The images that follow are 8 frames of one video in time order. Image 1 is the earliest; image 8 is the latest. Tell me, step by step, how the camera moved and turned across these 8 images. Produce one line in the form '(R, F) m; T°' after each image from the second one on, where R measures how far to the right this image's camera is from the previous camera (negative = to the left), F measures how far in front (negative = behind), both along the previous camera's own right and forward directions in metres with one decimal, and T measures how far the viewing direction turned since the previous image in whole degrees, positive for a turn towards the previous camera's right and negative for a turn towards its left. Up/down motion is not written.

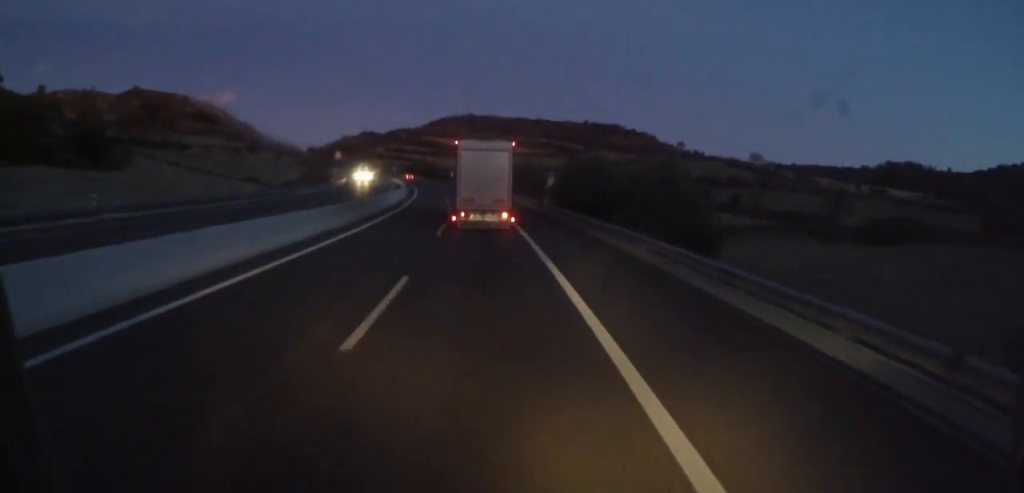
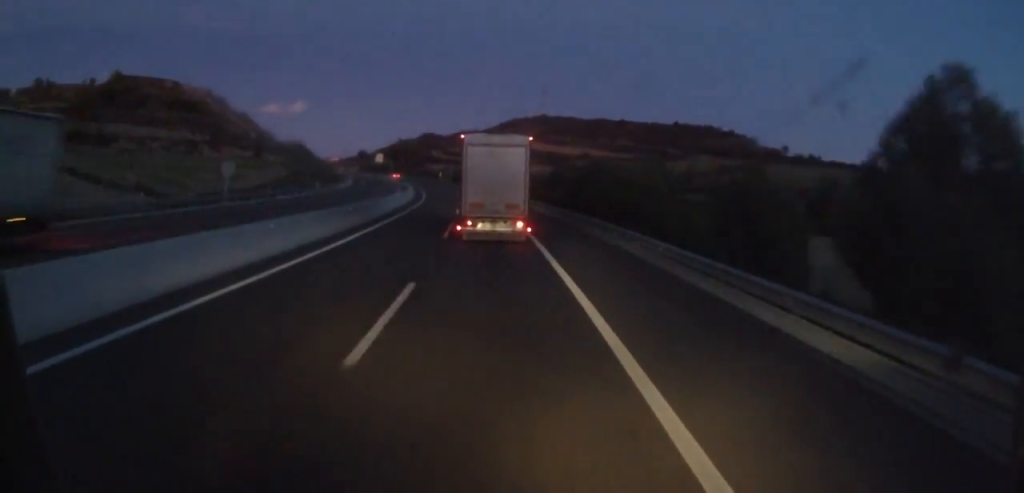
(-2.3, +62.4) m; -6°
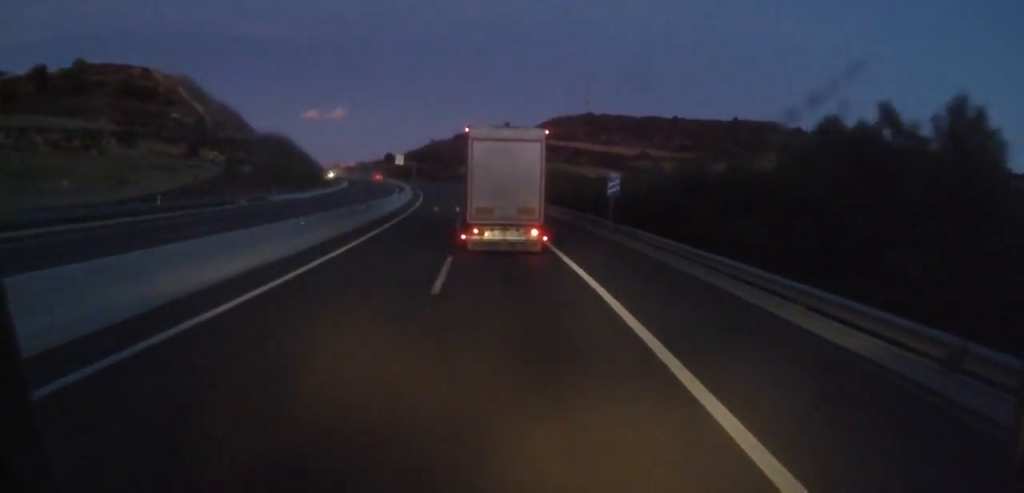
(-2.2, +42.7) m; -5°
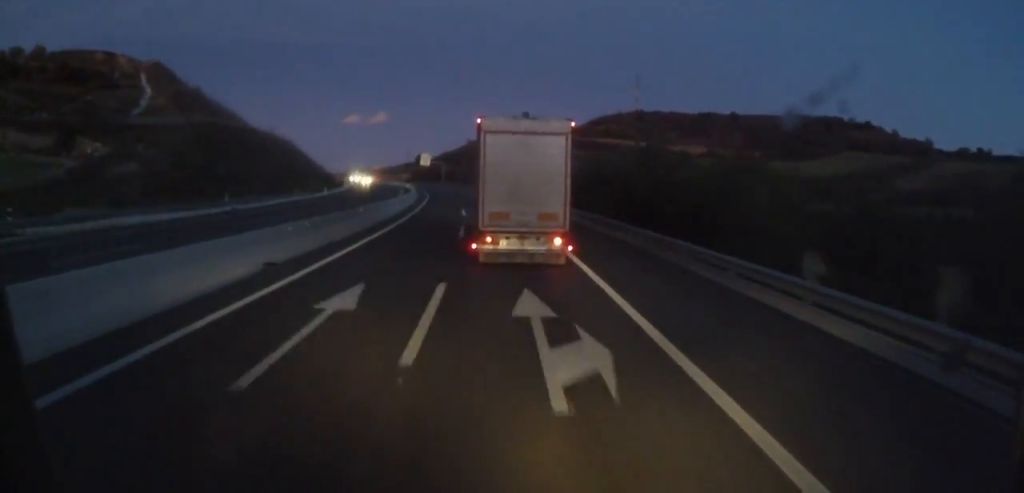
(-1.4, +36.5) m; -3°
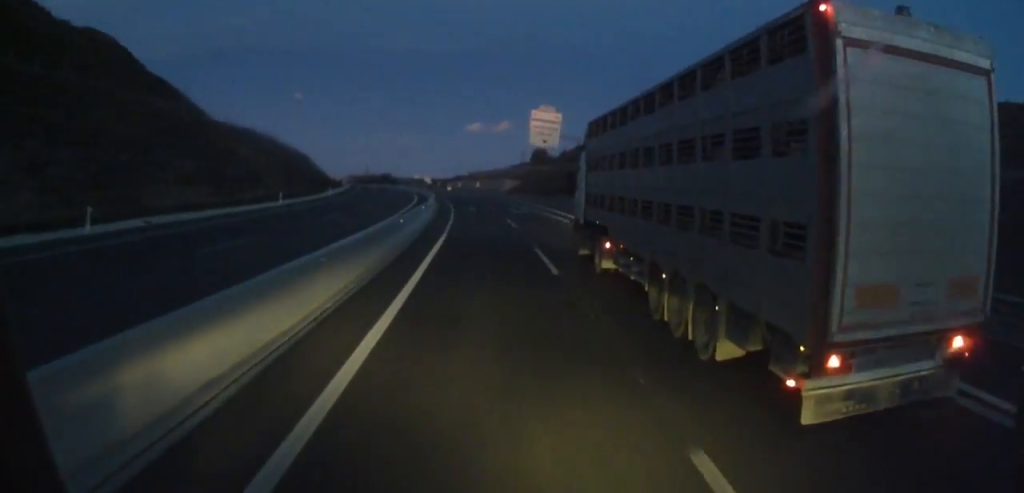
(-7.3, +124.9) m; -7°
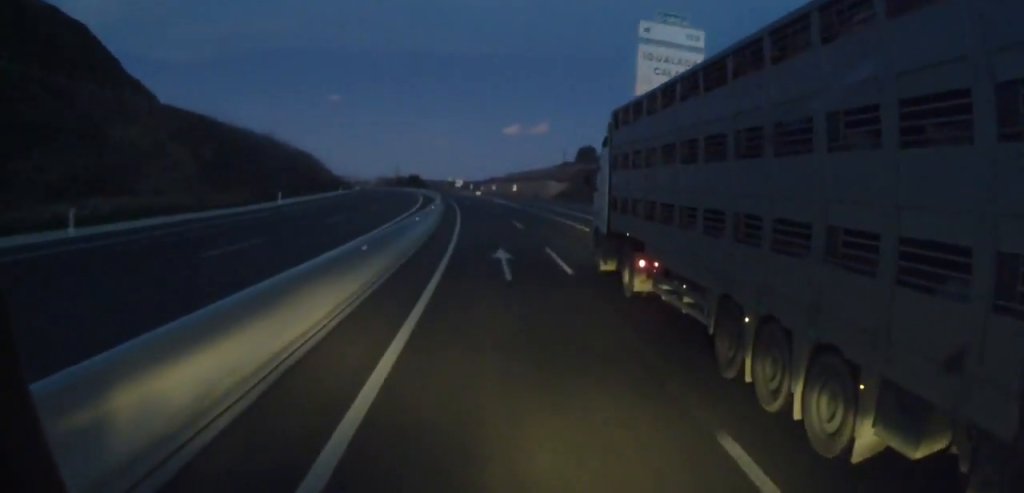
(-1.1, +34.3) m; -3°
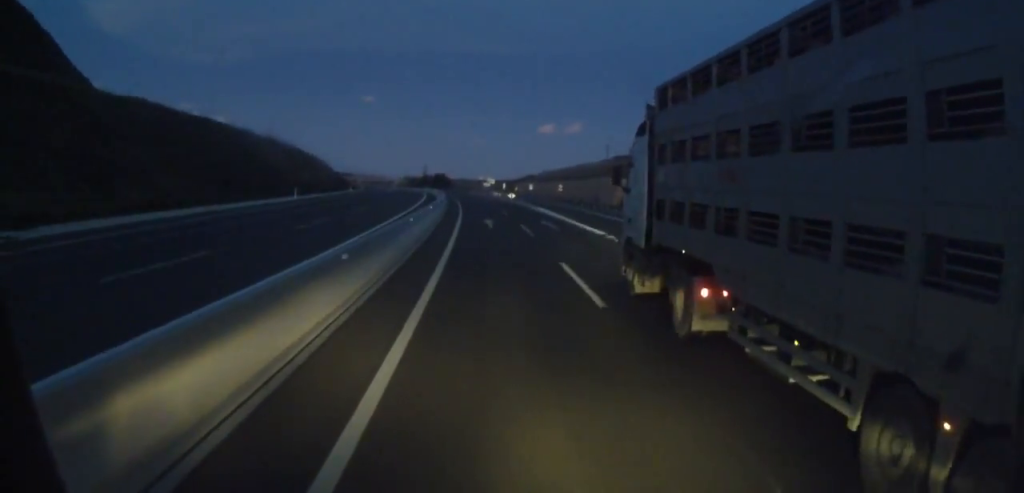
(+0.1, +39.3) m; -4°
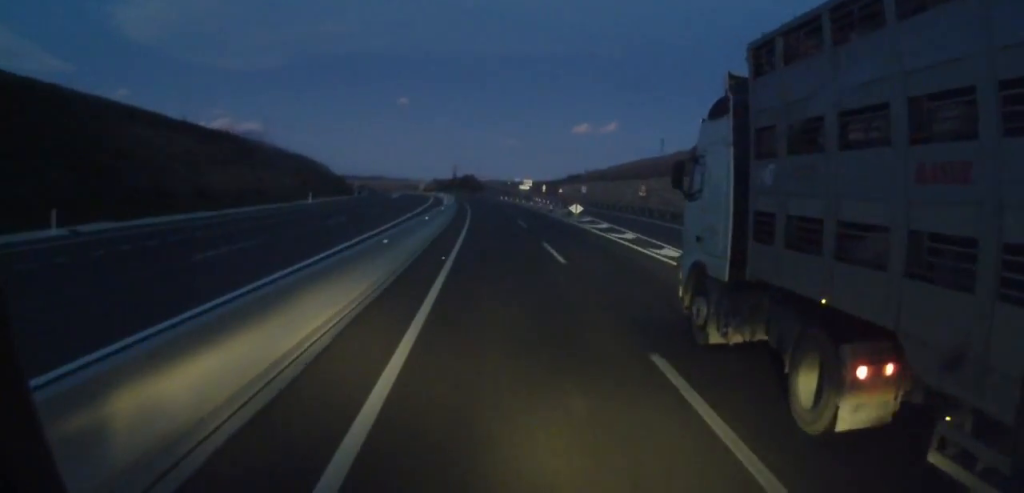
(-3.2, +45.2) m; -5°
